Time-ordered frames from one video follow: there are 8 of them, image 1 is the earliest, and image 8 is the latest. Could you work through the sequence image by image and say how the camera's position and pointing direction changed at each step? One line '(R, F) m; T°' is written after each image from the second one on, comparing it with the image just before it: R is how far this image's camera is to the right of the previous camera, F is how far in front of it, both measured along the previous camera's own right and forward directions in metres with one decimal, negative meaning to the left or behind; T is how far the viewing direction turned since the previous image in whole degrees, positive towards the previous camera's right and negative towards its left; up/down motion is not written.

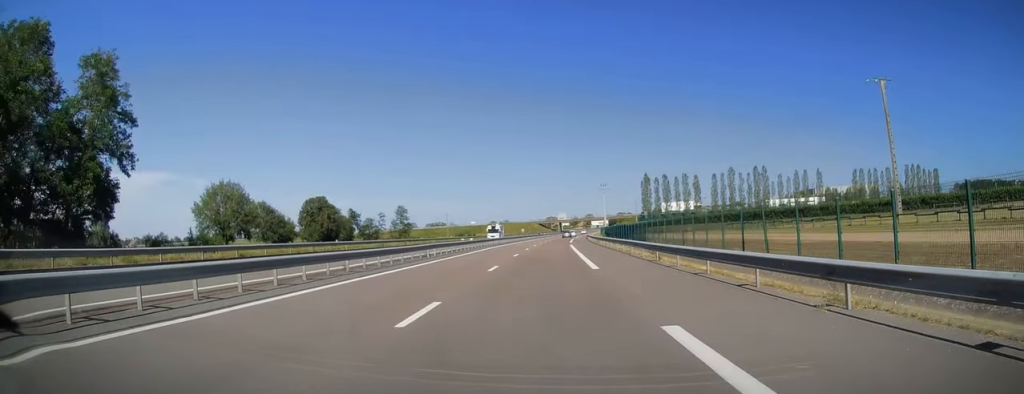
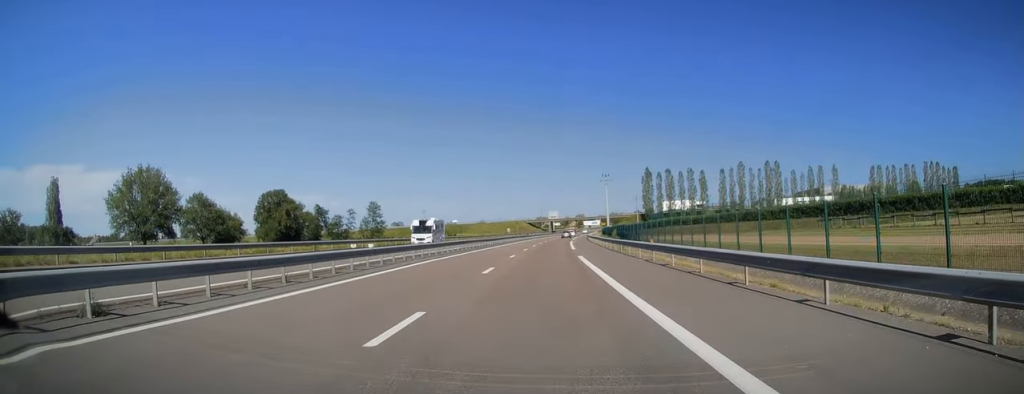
(+0.3, +27.3) m; +1°
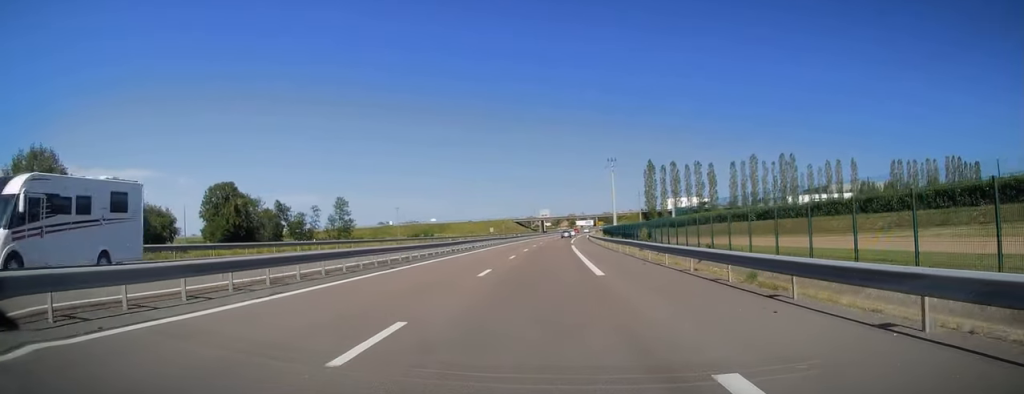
(0.0, +26.8) m; 0°
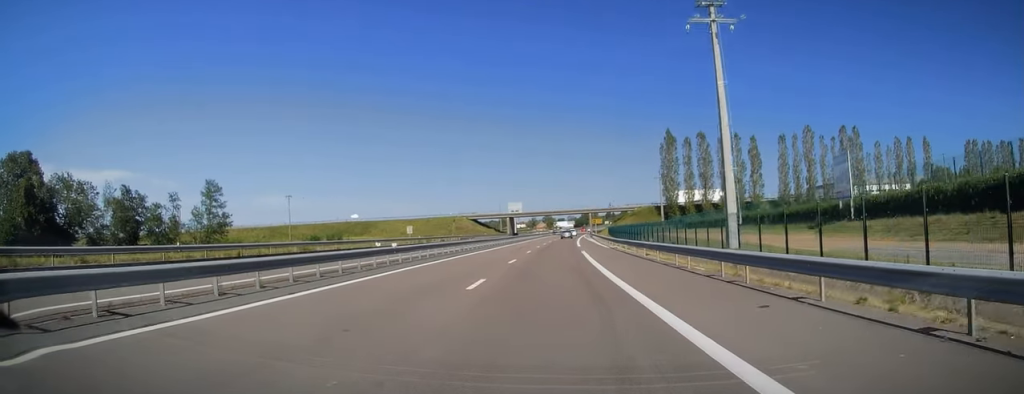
(+2.1, +68.7) m; +3°
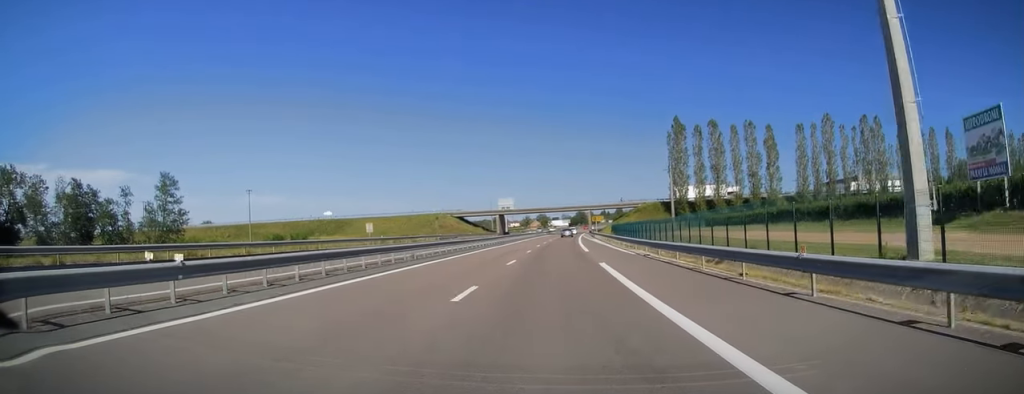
(-0.3, +15.6) m; +1°
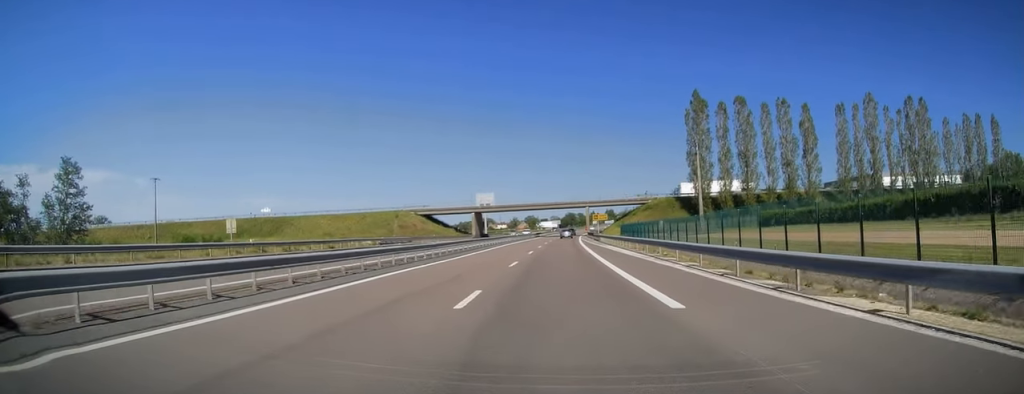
(+0.6, +26.8) m; +1°
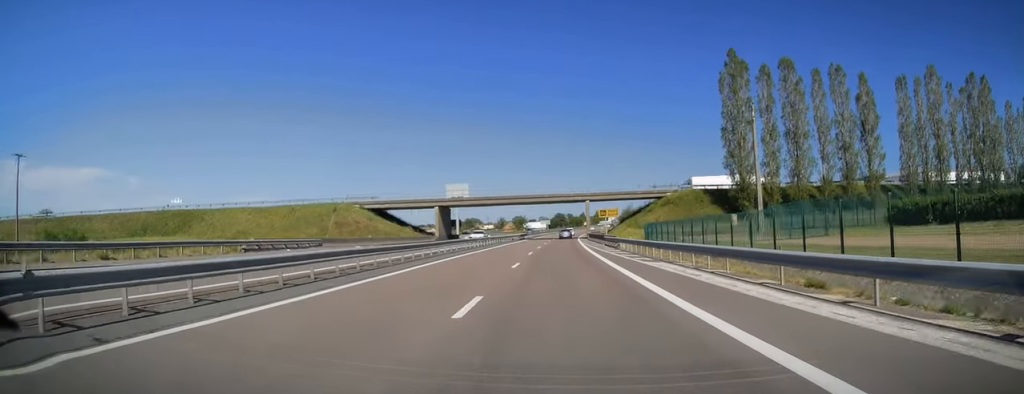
(+0.2, +26.8) m; 0°
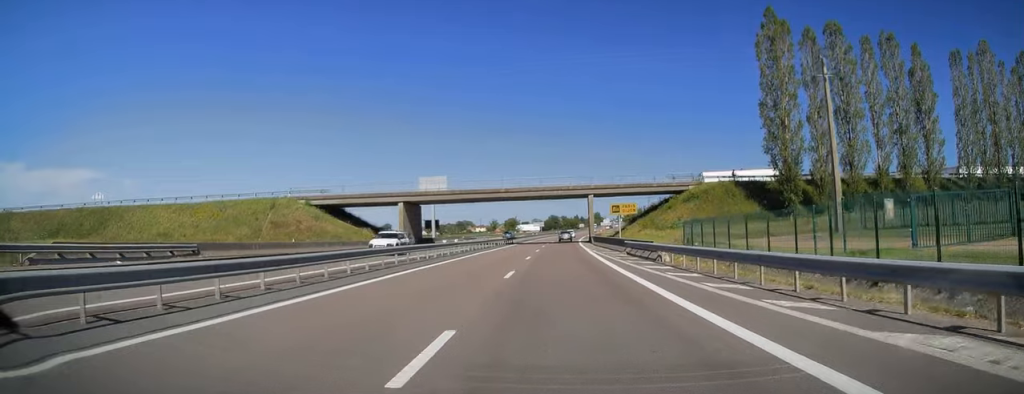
(0.0, +17.1) m; 0°
